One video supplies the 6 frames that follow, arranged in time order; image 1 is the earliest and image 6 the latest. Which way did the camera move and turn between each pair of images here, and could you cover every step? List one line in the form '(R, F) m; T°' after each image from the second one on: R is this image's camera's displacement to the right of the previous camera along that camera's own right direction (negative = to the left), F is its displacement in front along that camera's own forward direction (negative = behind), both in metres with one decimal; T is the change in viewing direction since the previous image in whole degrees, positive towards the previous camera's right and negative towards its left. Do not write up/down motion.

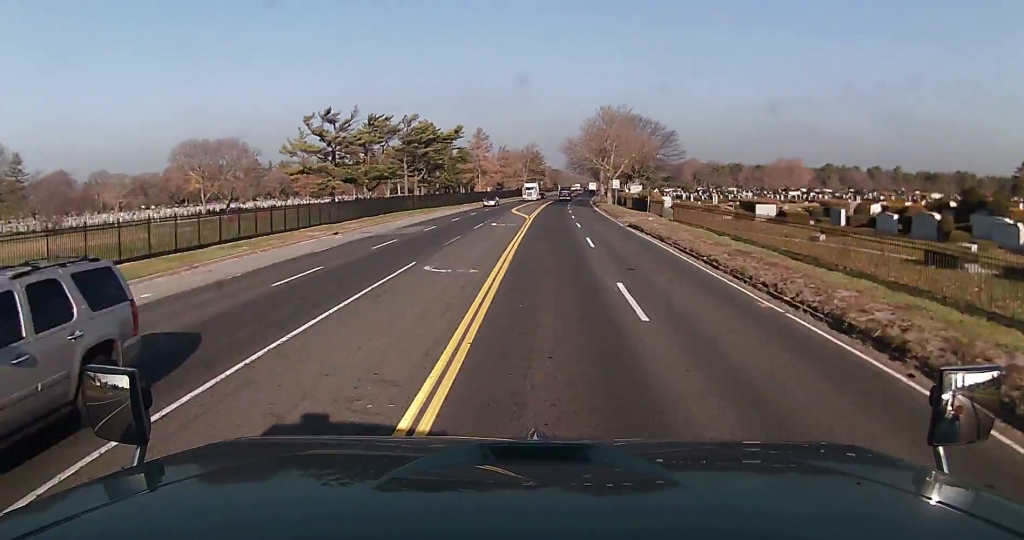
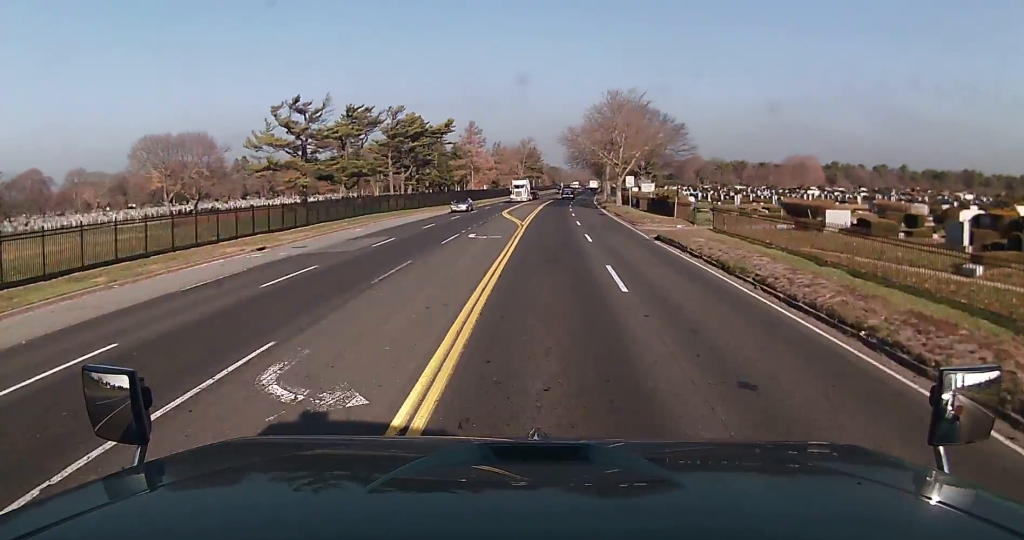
(+0.1, +12.4) m; 0°
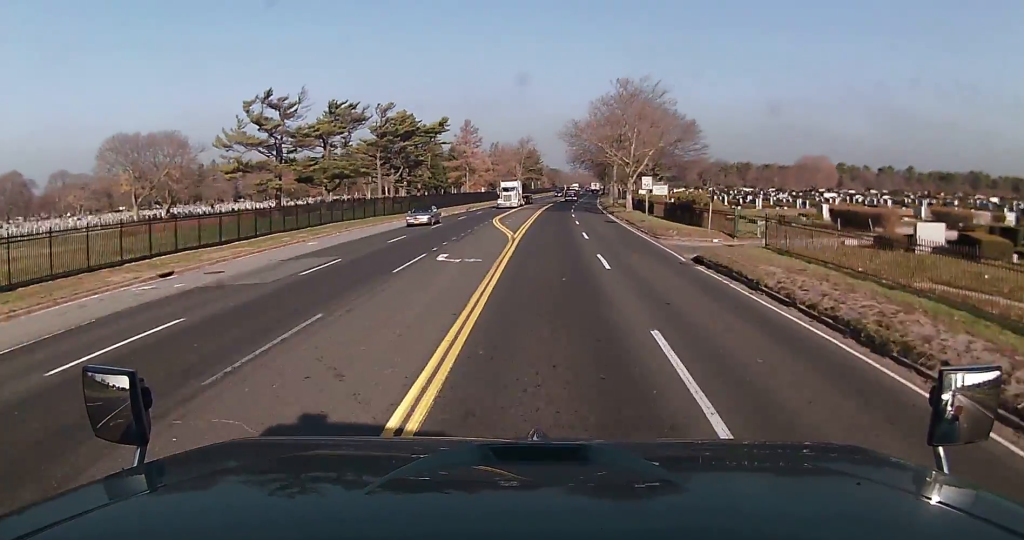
(0.0, +9.3) m; 0°
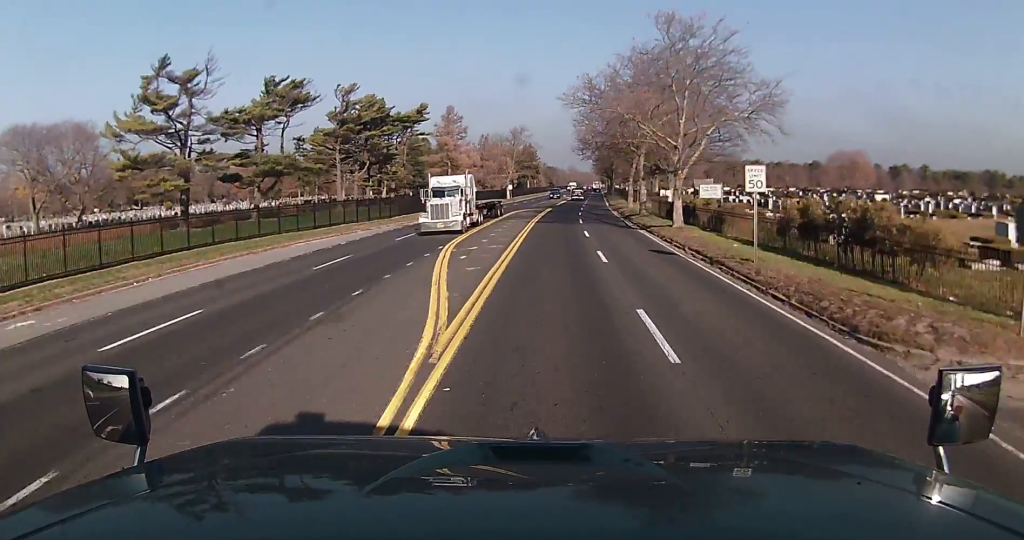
(-0.1, +23.4) m; -1°
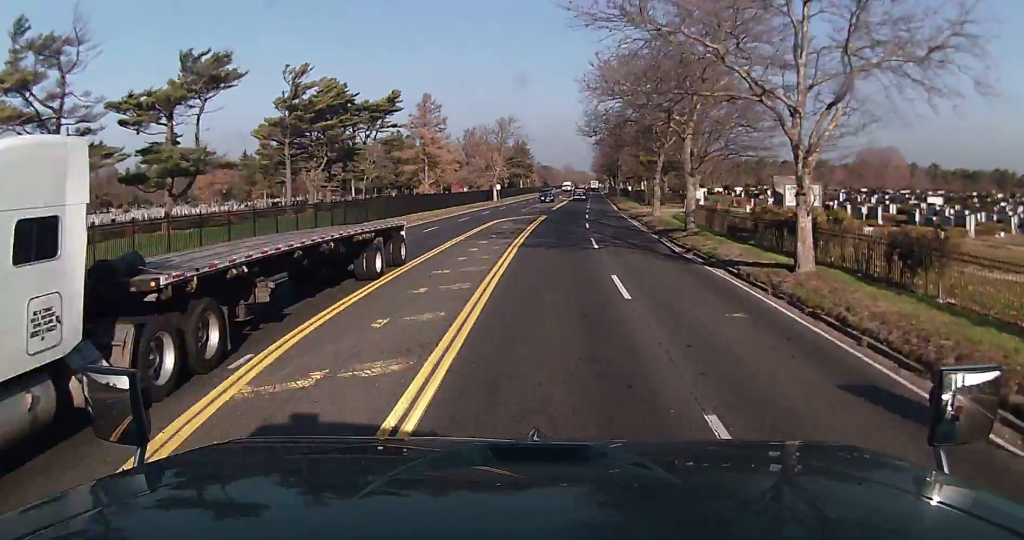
(-0.4, +18.7) m; 0°
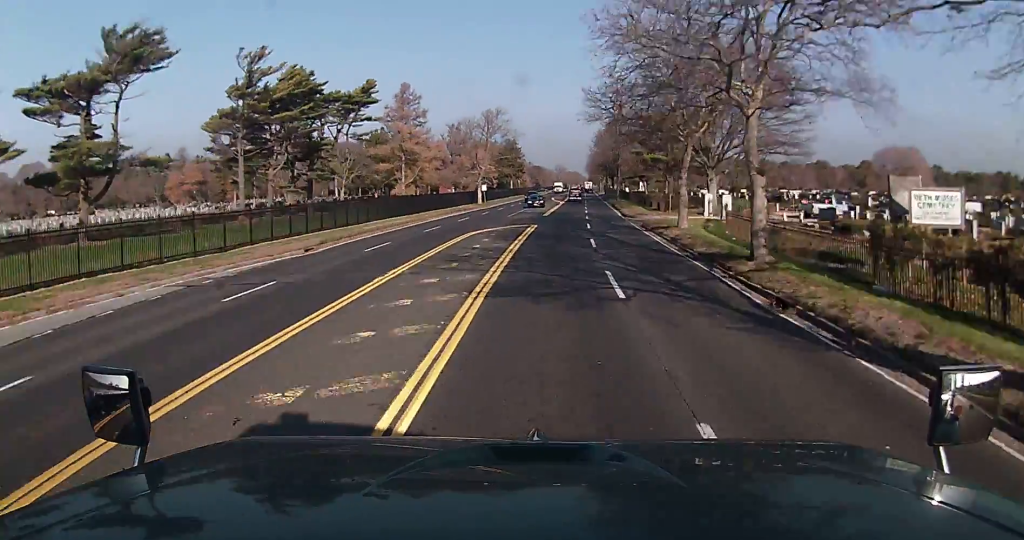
(+0.2, +11.7) m; +1°
